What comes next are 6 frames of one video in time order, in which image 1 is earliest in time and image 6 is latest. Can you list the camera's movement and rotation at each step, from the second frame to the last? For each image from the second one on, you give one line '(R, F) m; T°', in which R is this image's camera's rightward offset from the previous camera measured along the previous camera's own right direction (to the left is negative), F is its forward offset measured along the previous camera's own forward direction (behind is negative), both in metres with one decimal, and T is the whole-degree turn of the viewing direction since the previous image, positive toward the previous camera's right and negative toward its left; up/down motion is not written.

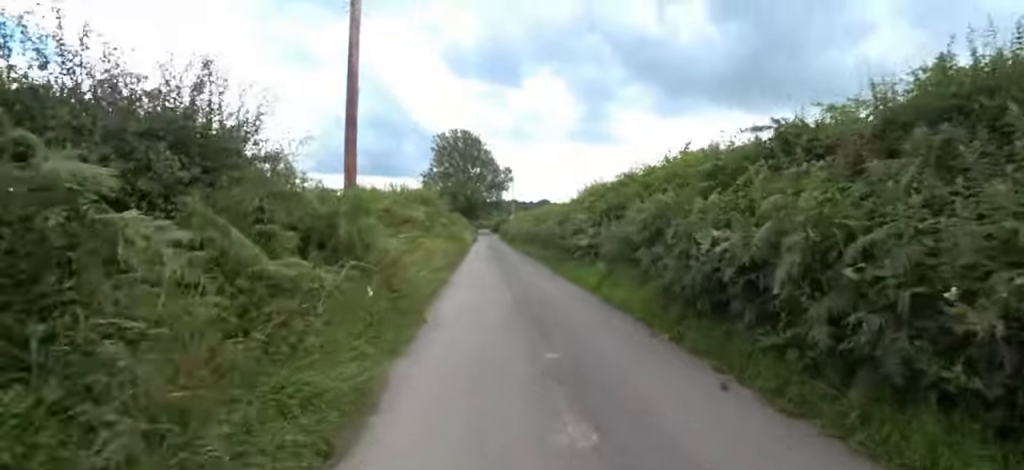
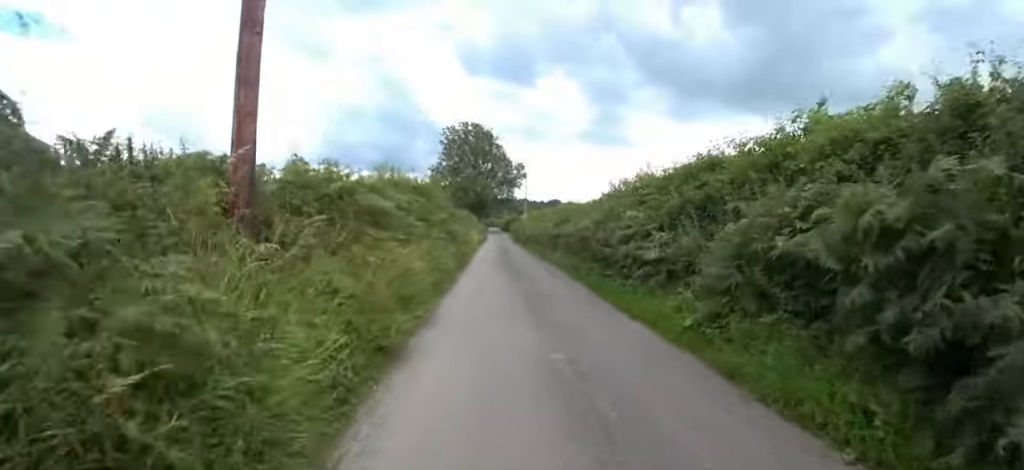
(+0.9, +3.9) m; 0°
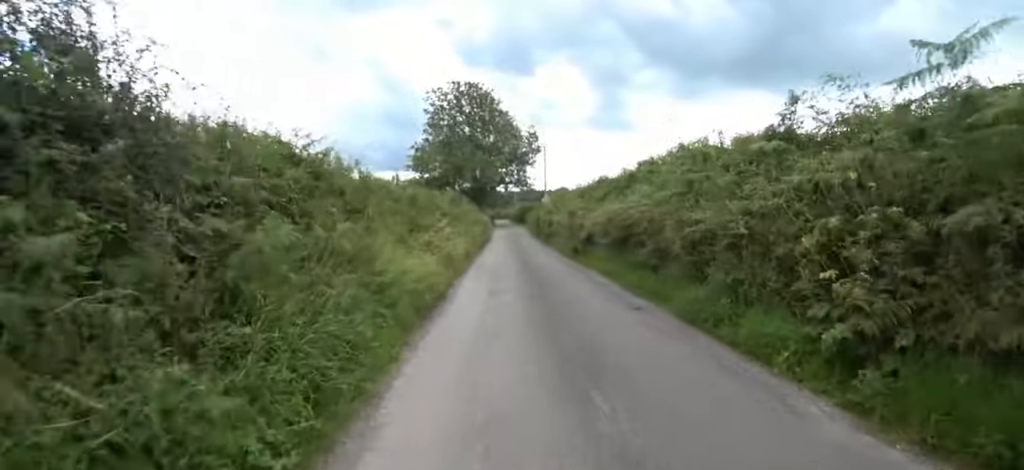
(-1.6, +17.6) m; +2°
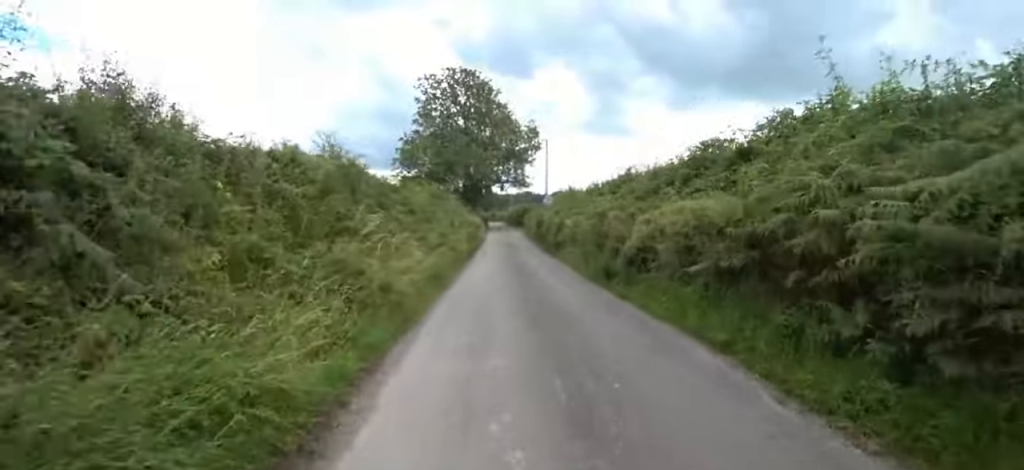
(+0.5, +4.7) m; 0°
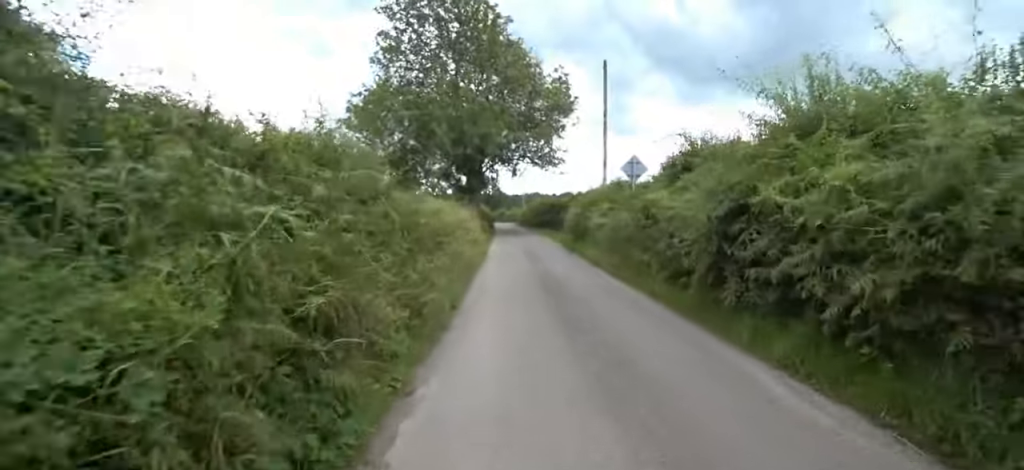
(0.0, +17.9) m; -1°
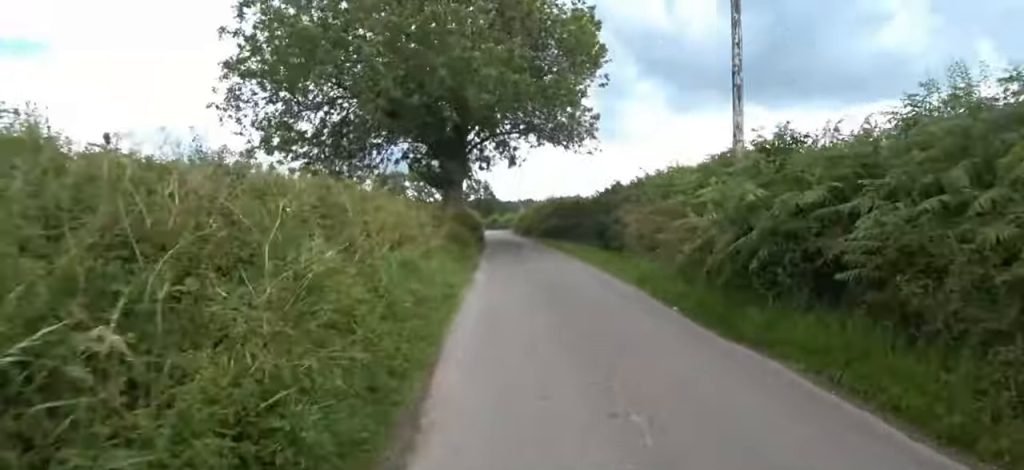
(-1.5, +11.0) m; -6°
